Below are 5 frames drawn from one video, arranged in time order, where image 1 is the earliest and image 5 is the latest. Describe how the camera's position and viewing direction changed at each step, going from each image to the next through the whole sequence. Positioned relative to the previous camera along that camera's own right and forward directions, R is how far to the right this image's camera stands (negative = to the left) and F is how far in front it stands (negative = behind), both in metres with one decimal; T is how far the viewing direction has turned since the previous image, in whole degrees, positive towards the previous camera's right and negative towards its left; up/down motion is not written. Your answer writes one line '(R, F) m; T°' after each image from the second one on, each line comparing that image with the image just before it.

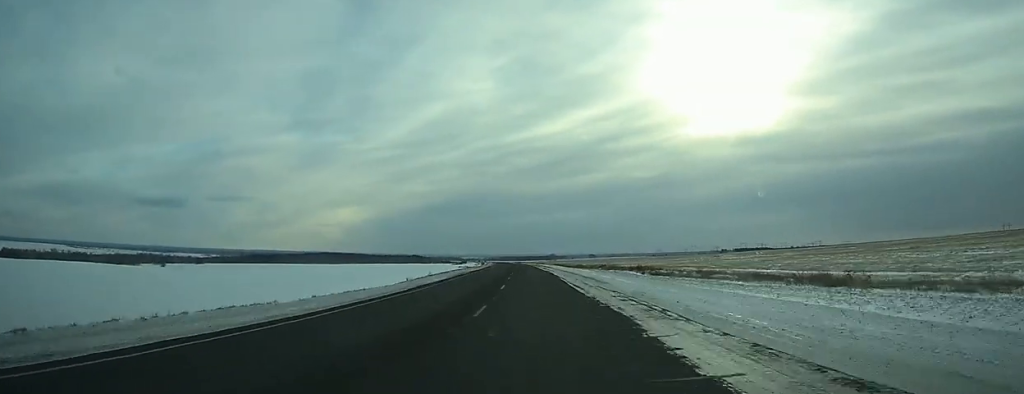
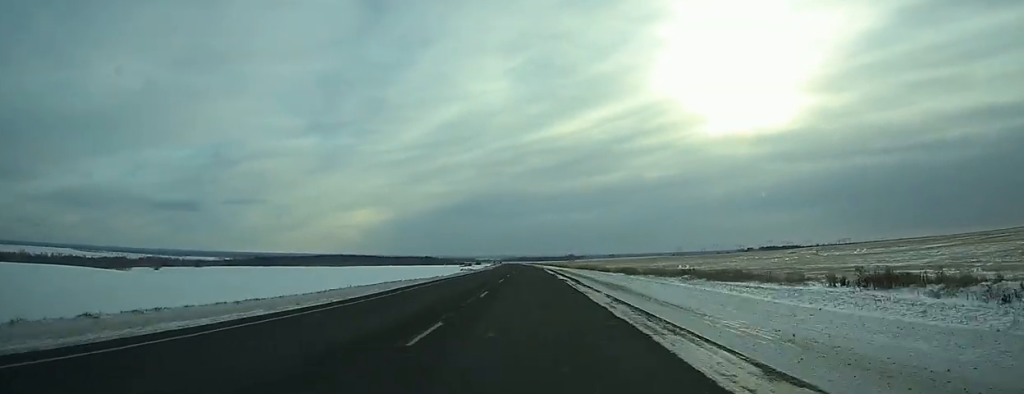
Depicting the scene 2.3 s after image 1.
(-0.7, +70.1) m; -1°
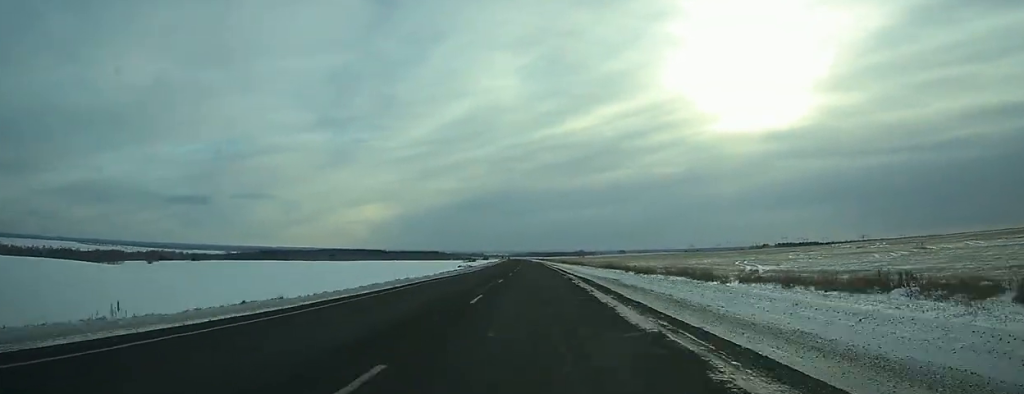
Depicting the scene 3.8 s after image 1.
(-0.4, +44.8) m; -1°
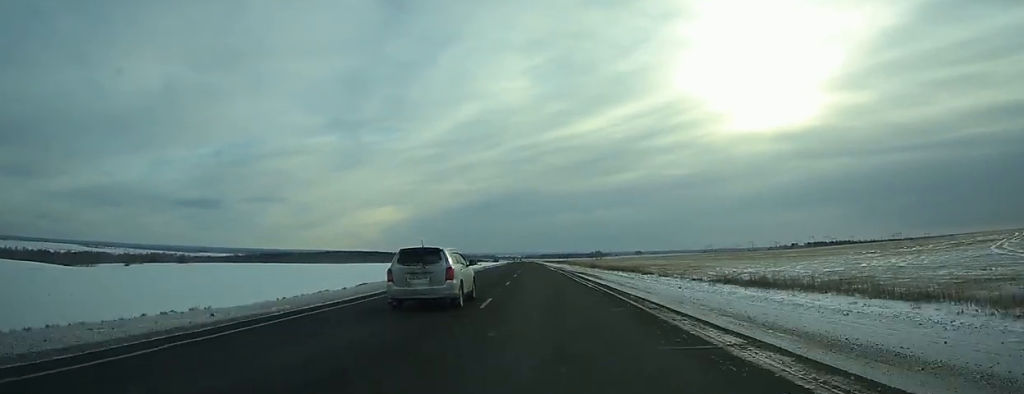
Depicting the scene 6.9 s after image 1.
(-1.1, +86.9) m; -1°
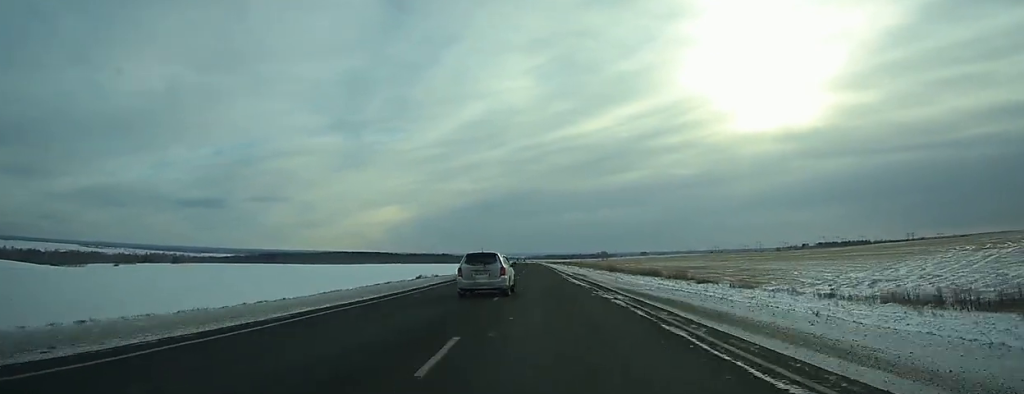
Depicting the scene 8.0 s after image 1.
(-0.2, +28.2) m; 0°
